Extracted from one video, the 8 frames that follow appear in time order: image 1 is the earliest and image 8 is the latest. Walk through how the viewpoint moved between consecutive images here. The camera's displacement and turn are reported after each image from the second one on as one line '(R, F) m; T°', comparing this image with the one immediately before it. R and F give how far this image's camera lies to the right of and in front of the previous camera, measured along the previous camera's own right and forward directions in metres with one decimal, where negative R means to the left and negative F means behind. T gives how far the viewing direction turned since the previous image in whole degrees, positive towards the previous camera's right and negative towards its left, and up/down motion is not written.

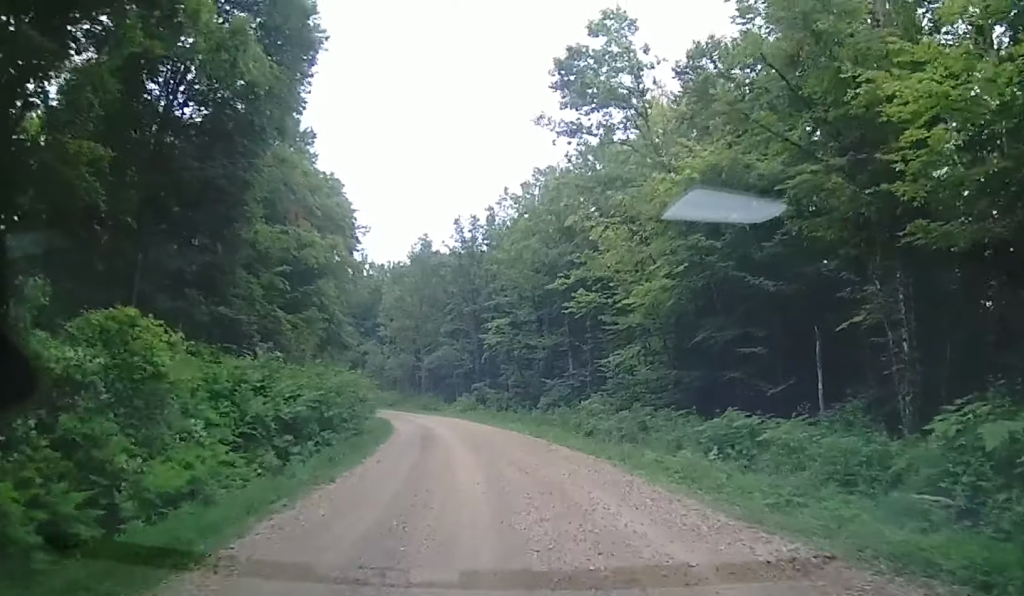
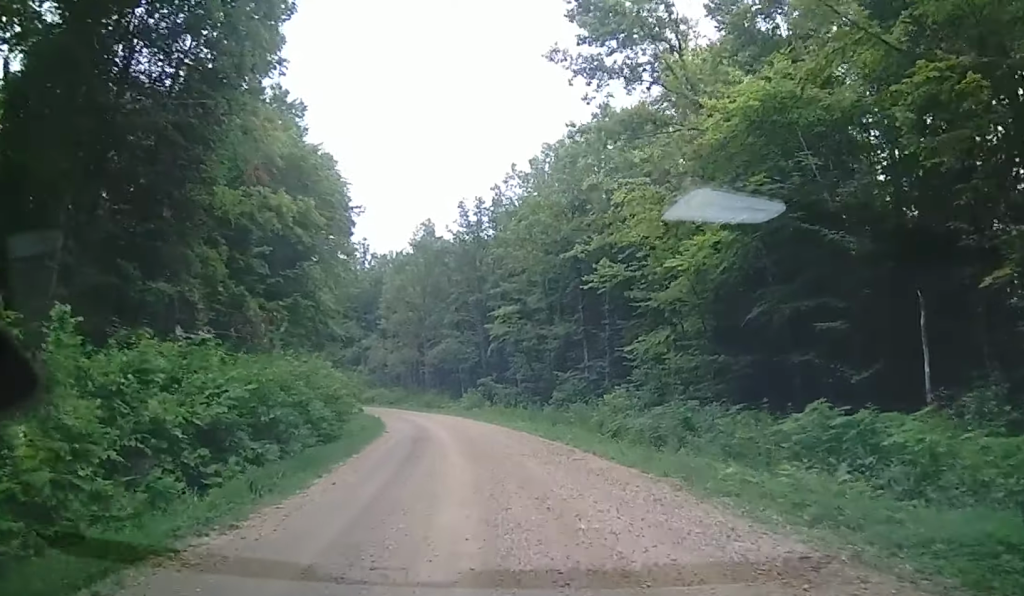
(-0.1, +4.8) m; -2°
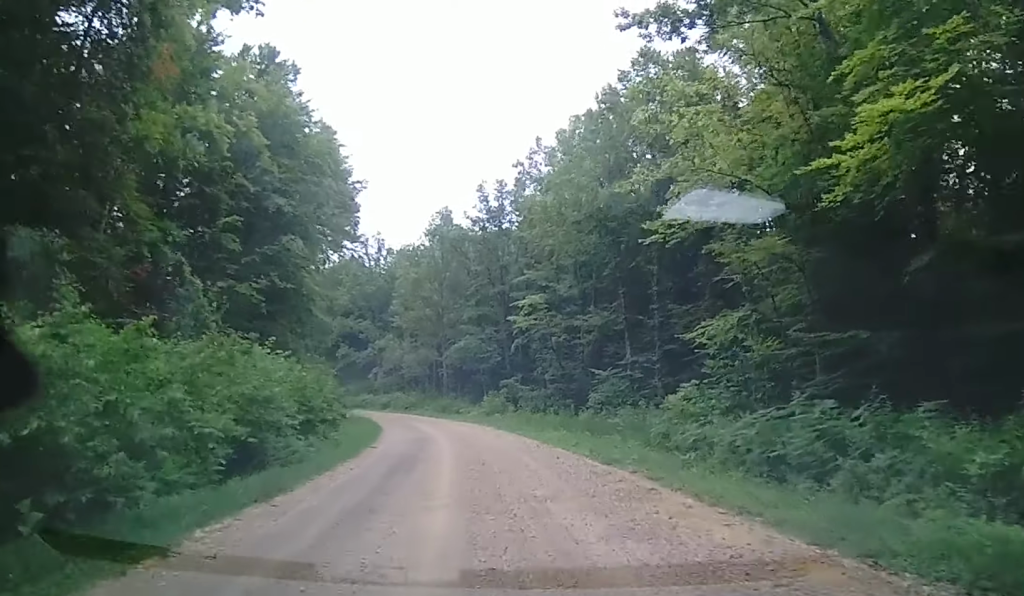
(-0.2, +7.2) m; -4°
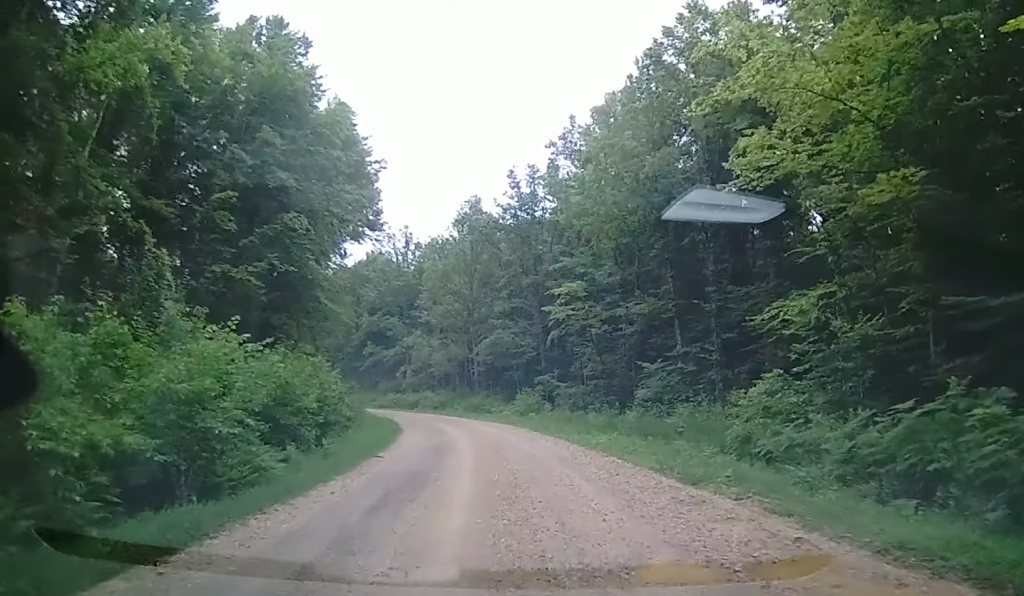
(-0.1, +4.0) m; -3°
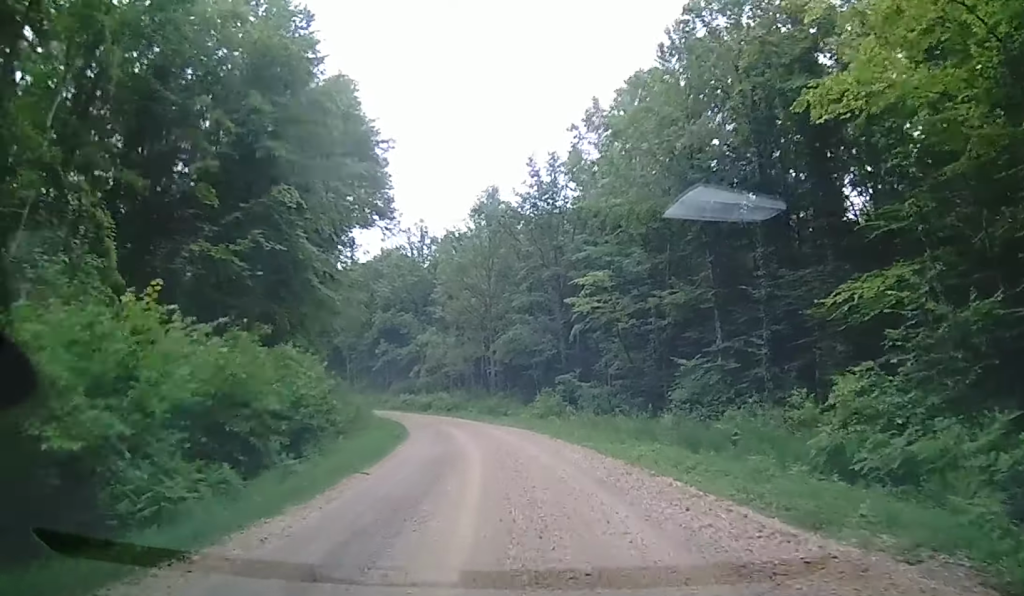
(-0.1, +3.6) m; -1°
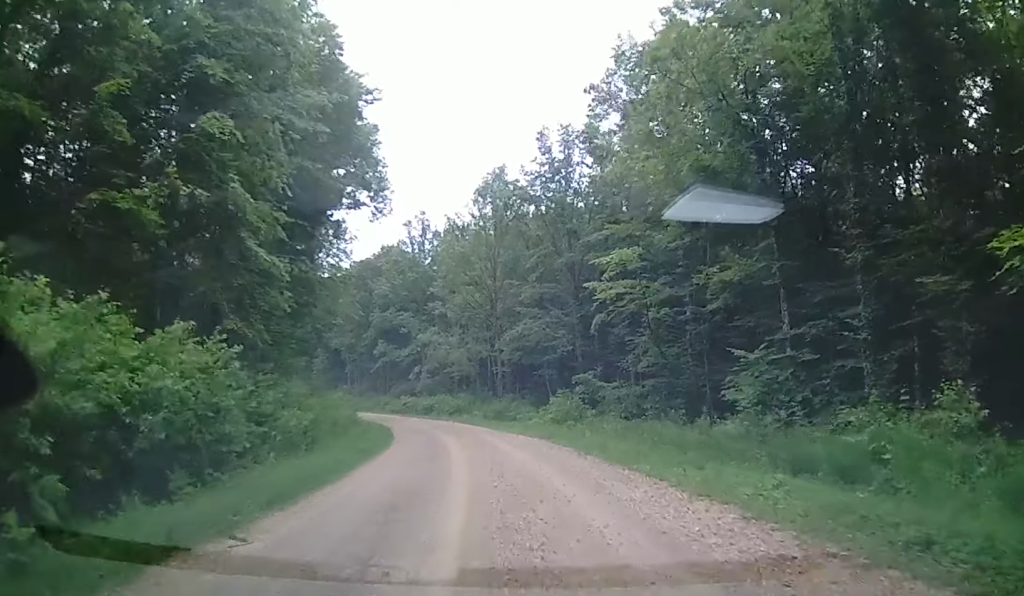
(-0.1, +6.7) m; -1°
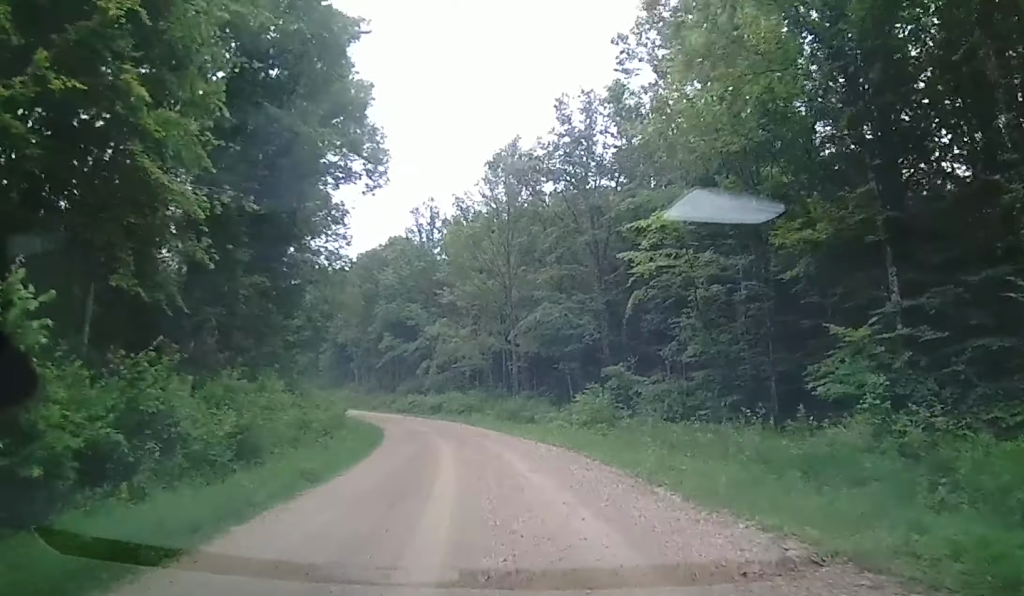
(0.0, +6.0) m; 0°
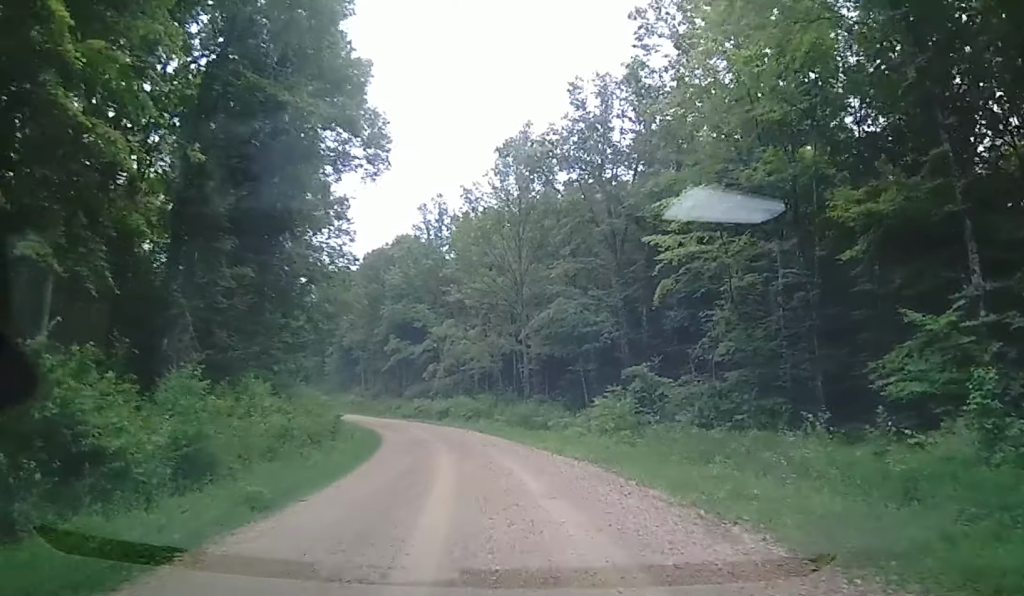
(0.0, +2.9) m; 0°
